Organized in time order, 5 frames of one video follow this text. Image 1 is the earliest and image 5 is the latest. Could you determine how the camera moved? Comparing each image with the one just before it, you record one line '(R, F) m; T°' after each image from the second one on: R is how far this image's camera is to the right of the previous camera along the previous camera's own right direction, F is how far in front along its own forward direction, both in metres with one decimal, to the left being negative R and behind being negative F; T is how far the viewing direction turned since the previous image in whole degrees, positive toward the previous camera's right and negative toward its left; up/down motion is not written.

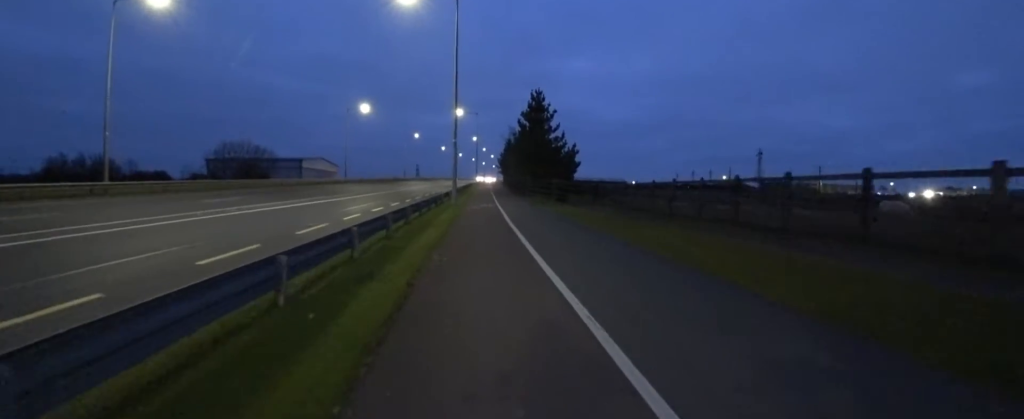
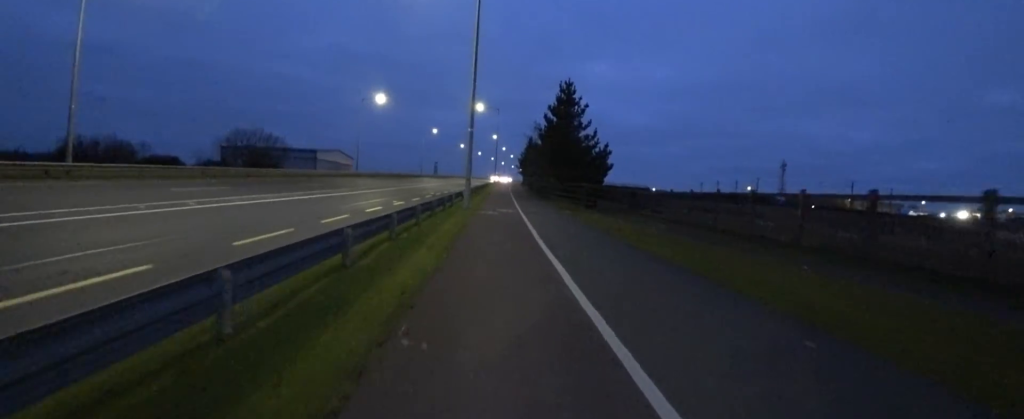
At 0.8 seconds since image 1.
(0.0, +3.8) m; 0°
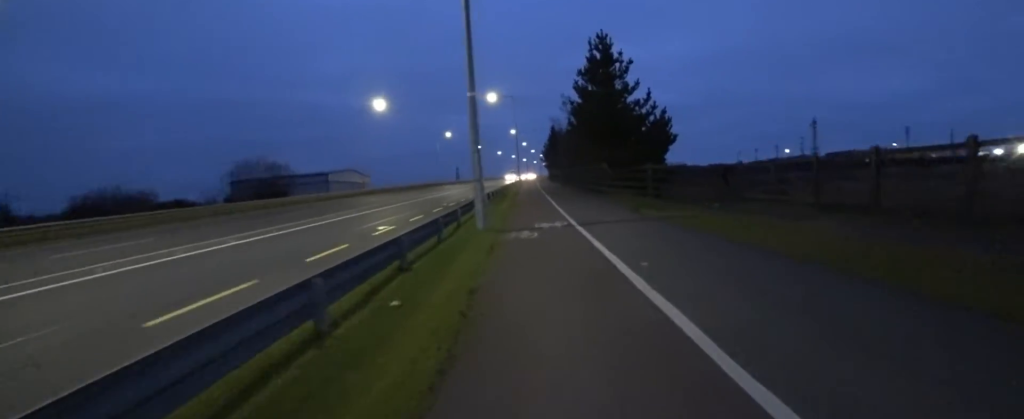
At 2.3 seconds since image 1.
(0.0, +7.0) m; 0°
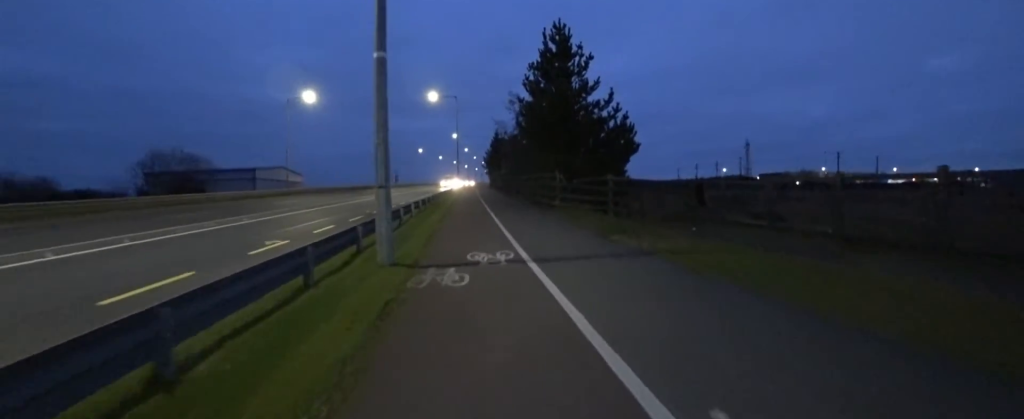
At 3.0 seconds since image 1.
(0.0, +3.2) m; 0°
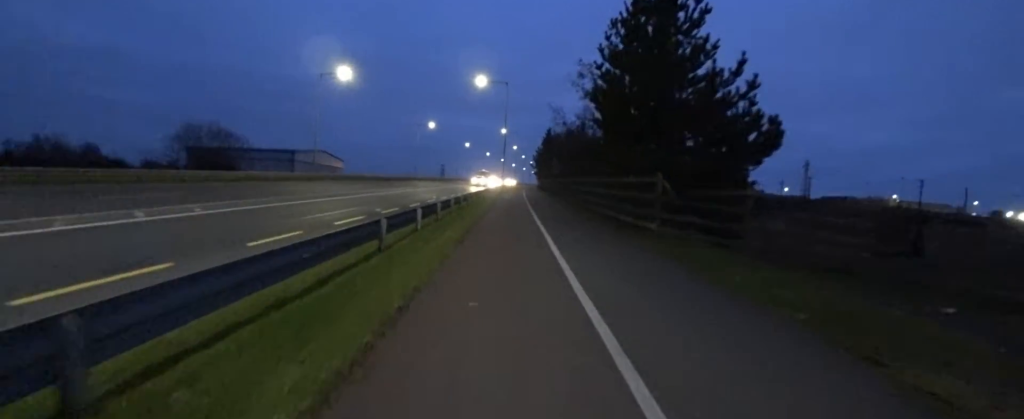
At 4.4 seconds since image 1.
(0.0, +5.6) m; 0°
